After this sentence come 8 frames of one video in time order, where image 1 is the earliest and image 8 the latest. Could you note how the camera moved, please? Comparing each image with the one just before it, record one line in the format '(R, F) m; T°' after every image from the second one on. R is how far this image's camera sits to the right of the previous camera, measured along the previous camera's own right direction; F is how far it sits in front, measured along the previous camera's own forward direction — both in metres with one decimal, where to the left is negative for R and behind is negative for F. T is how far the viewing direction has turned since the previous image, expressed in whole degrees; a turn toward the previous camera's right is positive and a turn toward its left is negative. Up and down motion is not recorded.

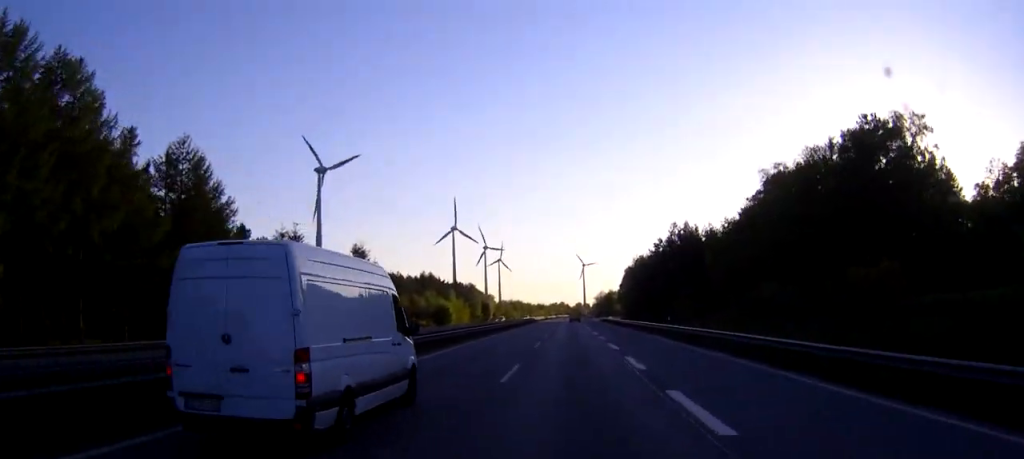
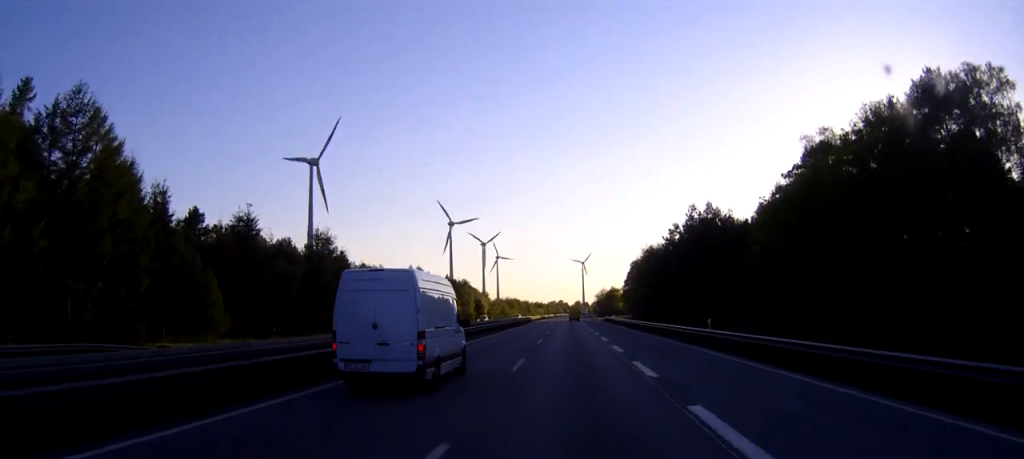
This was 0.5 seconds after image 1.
(0.0, +14.5) m; 0°
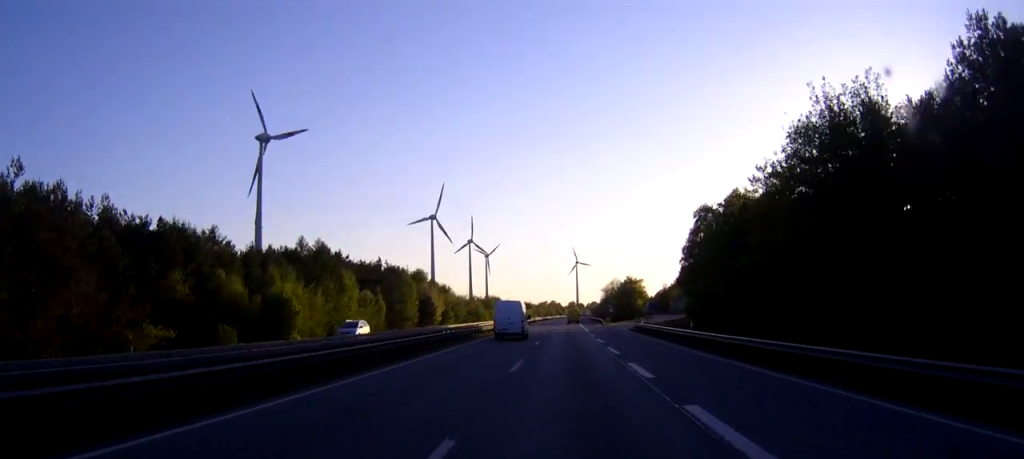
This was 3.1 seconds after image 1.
(+0.1, +71.5) m; 0°
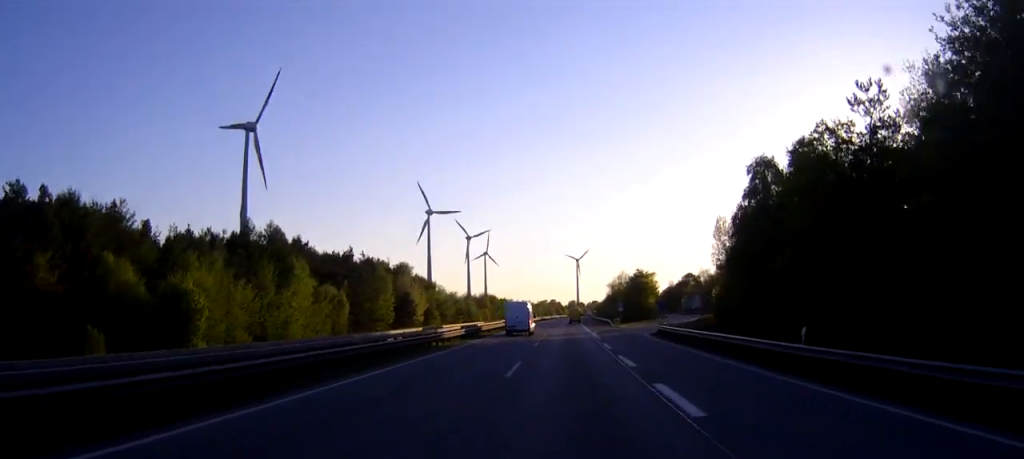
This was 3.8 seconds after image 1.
(0.0, +19.4) m; 0°
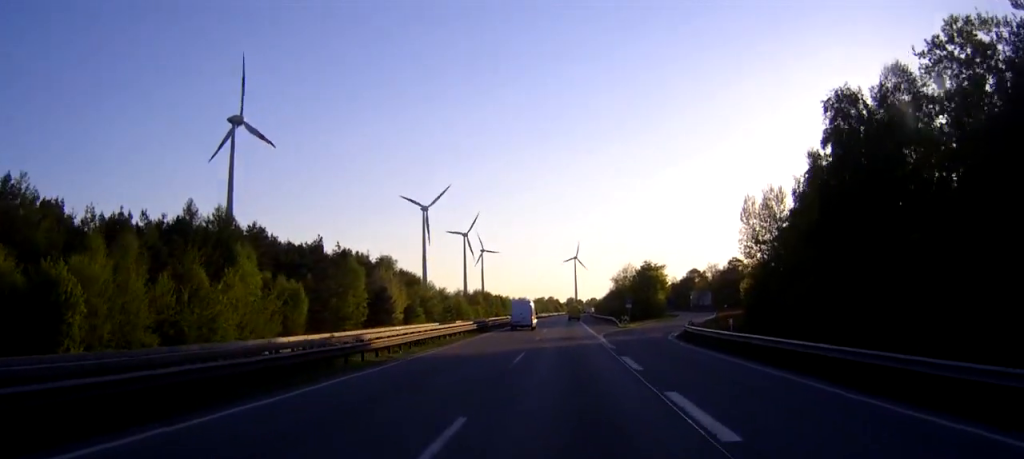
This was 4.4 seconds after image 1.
(0.0, +14.8) m; 0°
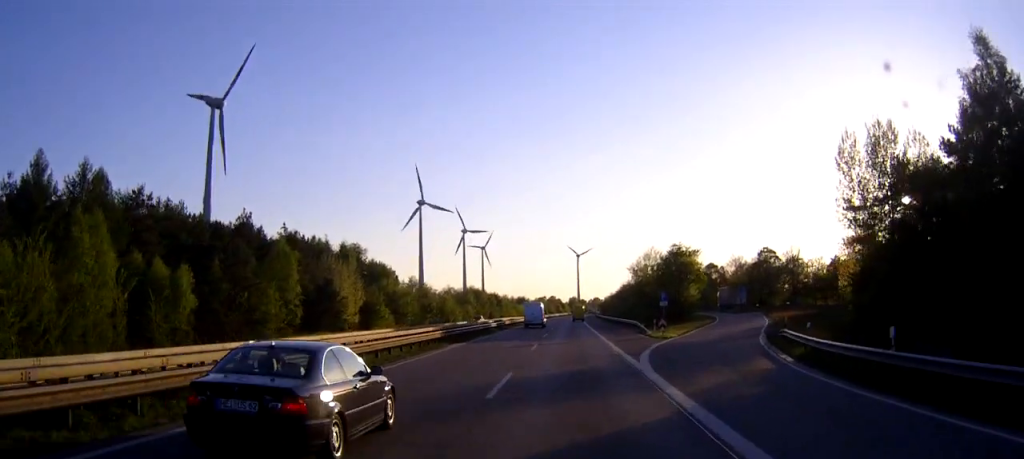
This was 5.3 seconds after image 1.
(0.0, +27.0) m; 0°
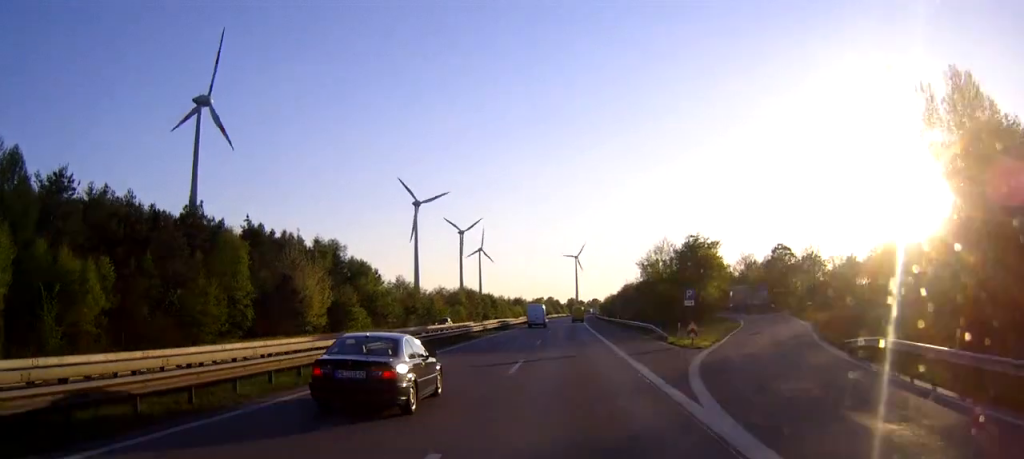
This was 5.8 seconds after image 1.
(0.0, +12.2) m; 0°
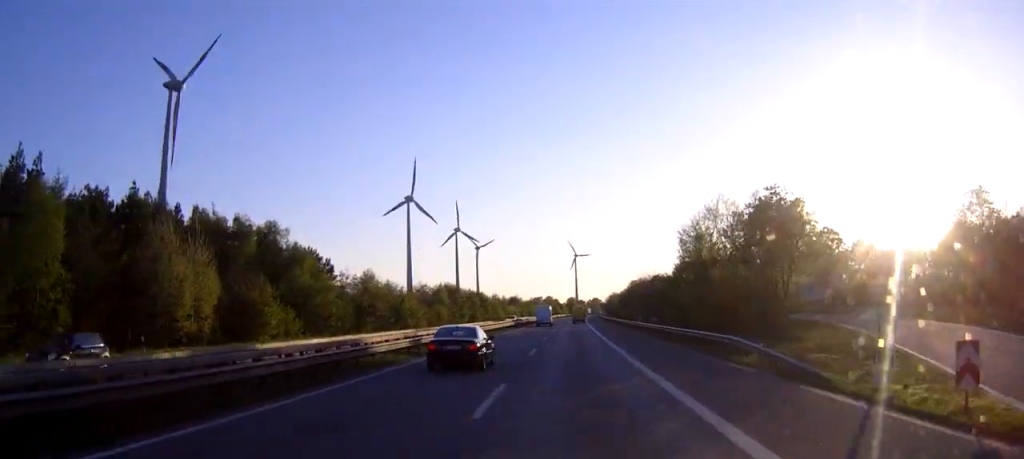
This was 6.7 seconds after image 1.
(+0.1, +27.5) m; 0°
